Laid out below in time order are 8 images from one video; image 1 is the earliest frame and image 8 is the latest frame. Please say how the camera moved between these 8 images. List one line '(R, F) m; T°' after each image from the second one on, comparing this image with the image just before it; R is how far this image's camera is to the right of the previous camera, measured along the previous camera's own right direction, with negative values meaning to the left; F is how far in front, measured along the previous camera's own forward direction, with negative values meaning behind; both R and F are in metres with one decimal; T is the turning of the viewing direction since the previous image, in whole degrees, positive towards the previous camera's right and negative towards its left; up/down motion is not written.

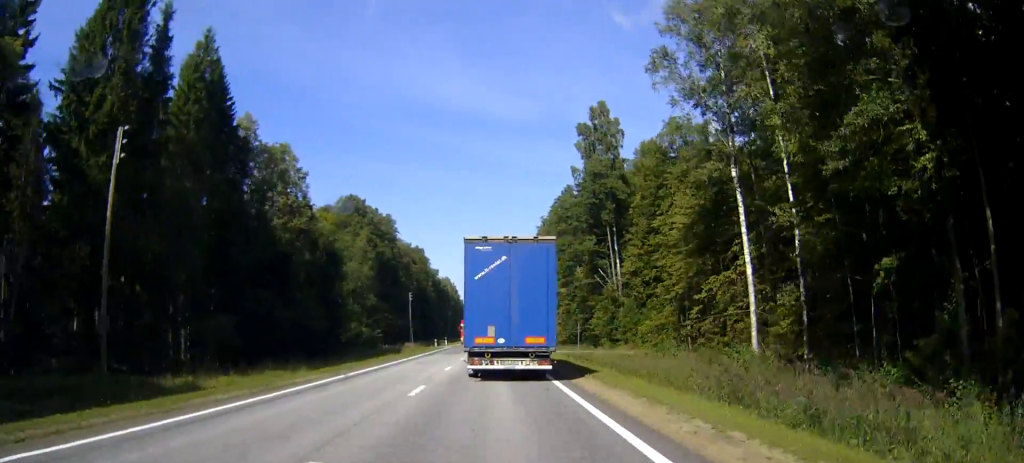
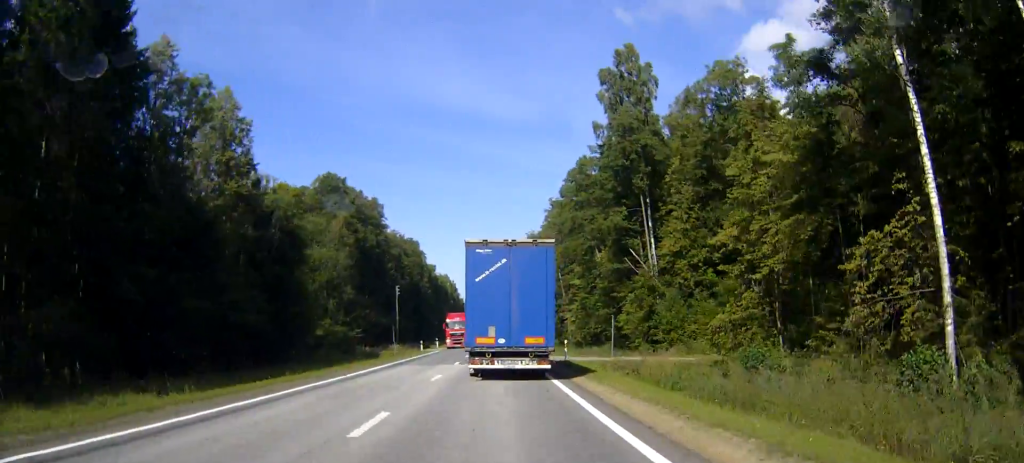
(+0.2, +18.8) m; 0°
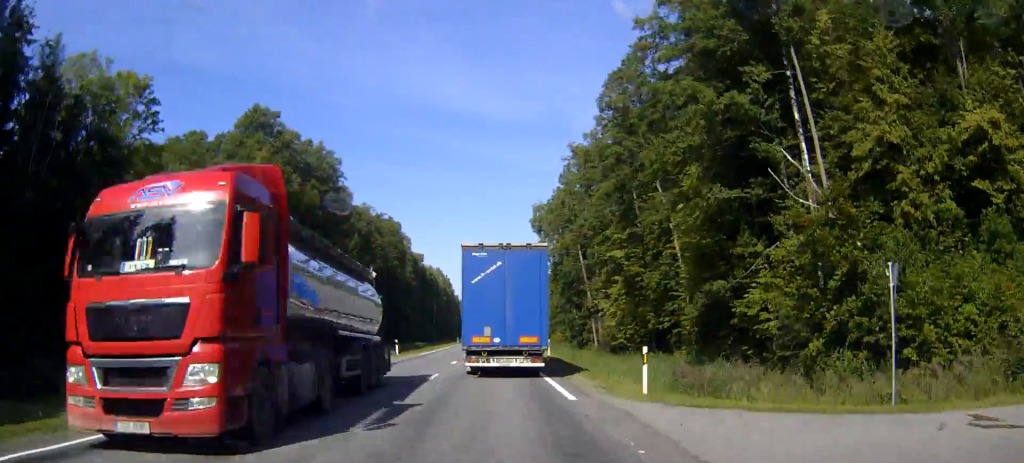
(-0.3, +35.8) m; -1°
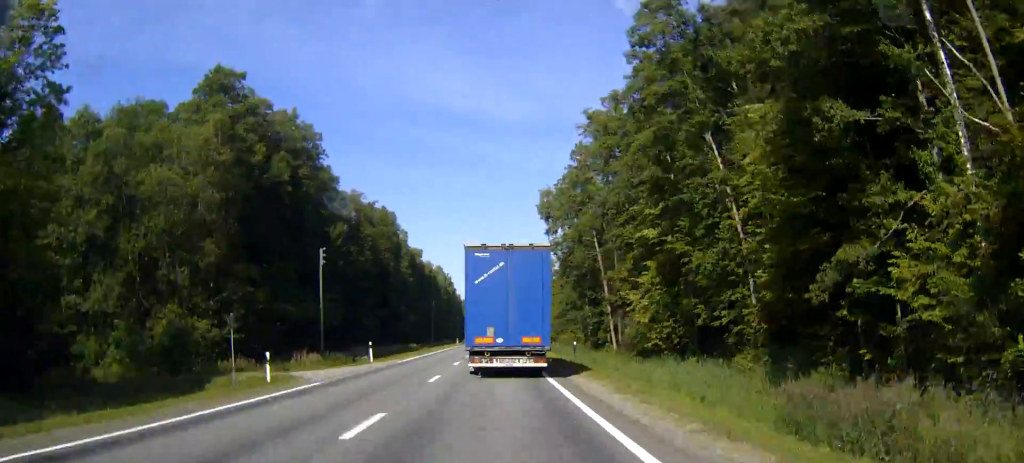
(0.0, +12.9) m; 0°
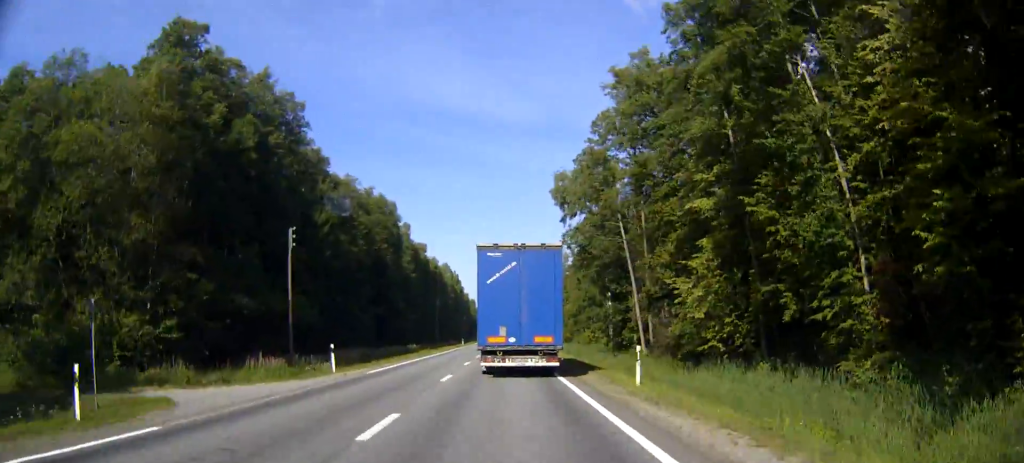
(0.0, +12.1) m; 0°
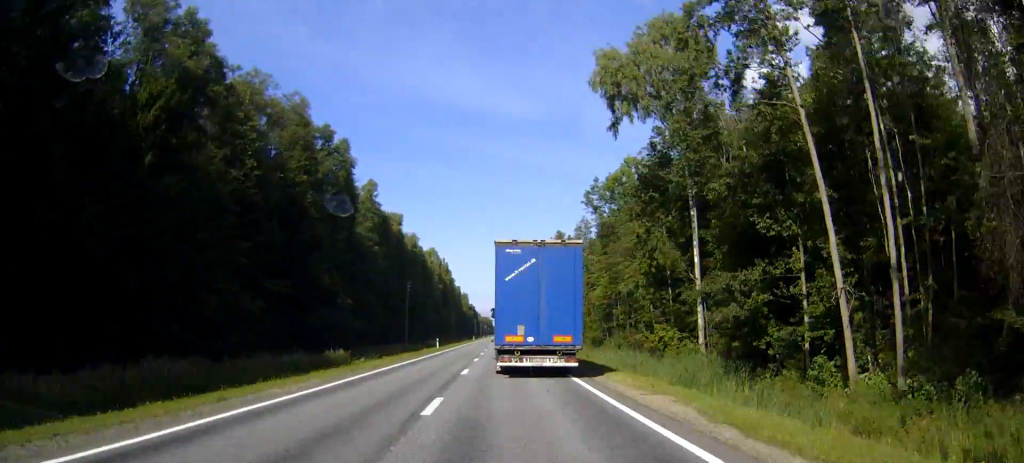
(+0.1, +44.6) m; +1°
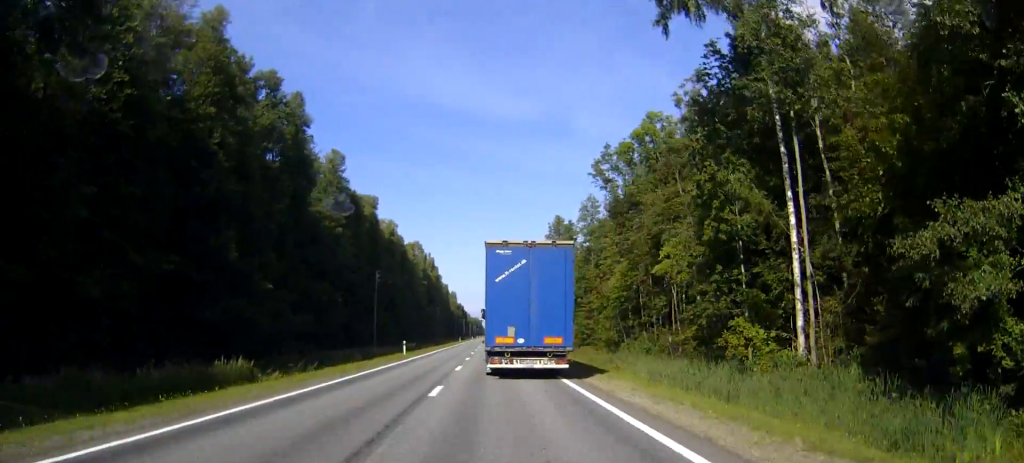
(+0.1, +20.3) m; 0°
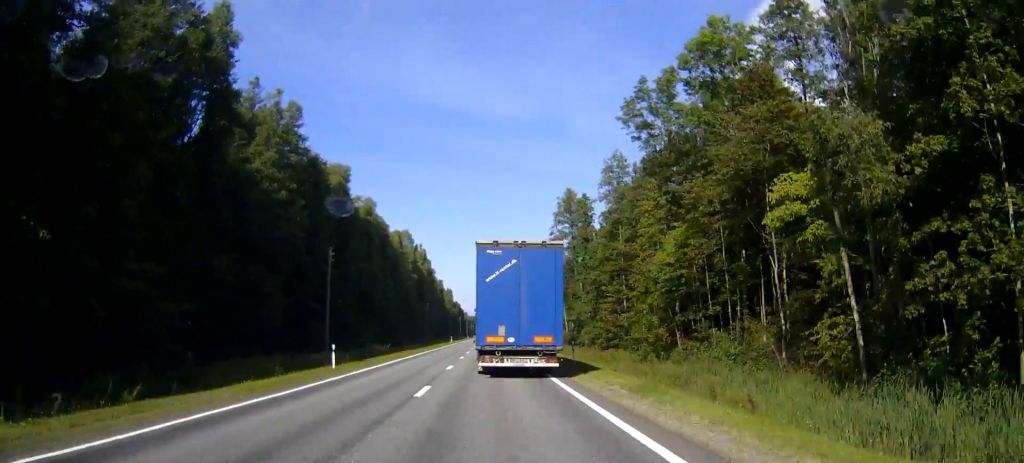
(0.0, +23.6) m; 0°
